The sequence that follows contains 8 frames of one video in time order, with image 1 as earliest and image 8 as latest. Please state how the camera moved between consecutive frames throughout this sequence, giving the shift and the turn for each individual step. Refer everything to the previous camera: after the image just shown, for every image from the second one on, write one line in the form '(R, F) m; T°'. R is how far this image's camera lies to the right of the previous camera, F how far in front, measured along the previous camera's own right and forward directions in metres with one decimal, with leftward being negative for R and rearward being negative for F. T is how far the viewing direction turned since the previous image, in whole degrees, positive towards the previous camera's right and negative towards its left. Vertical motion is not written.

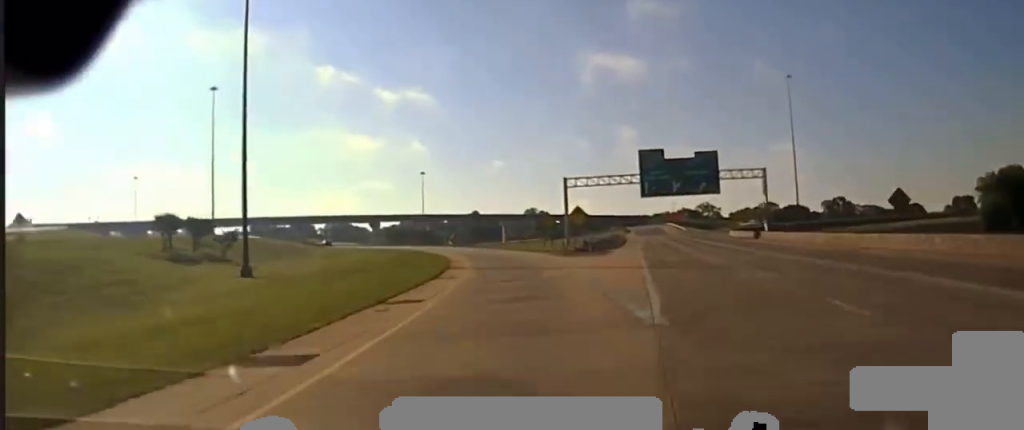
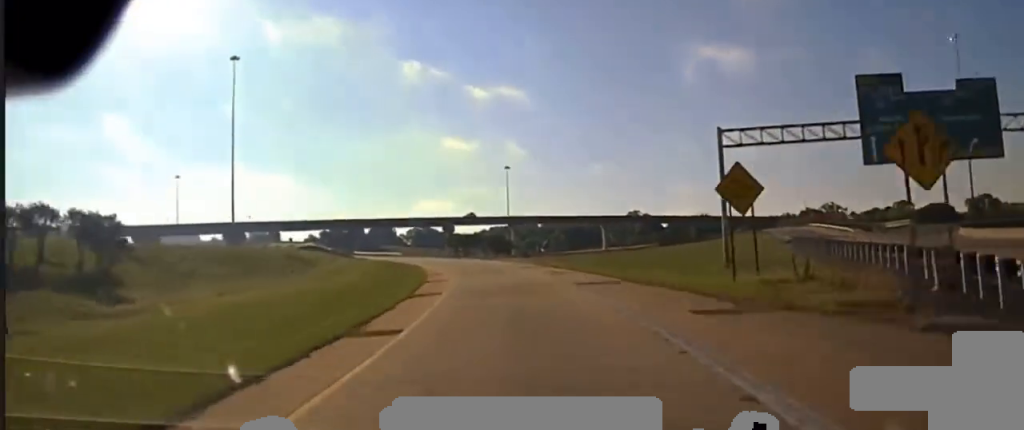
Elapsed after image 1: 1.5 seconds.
(-2.0, +51.8) m; -6°
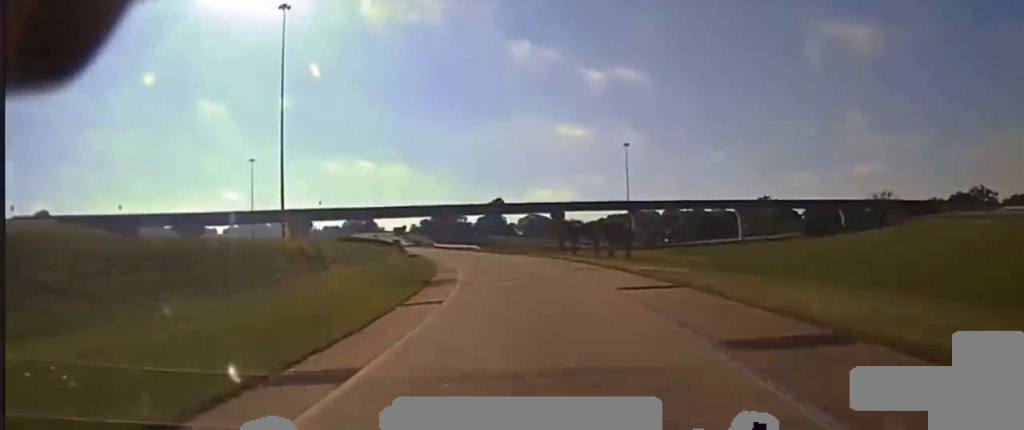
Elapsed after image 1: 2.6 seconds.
(-2.3, +41.0) m; -7°
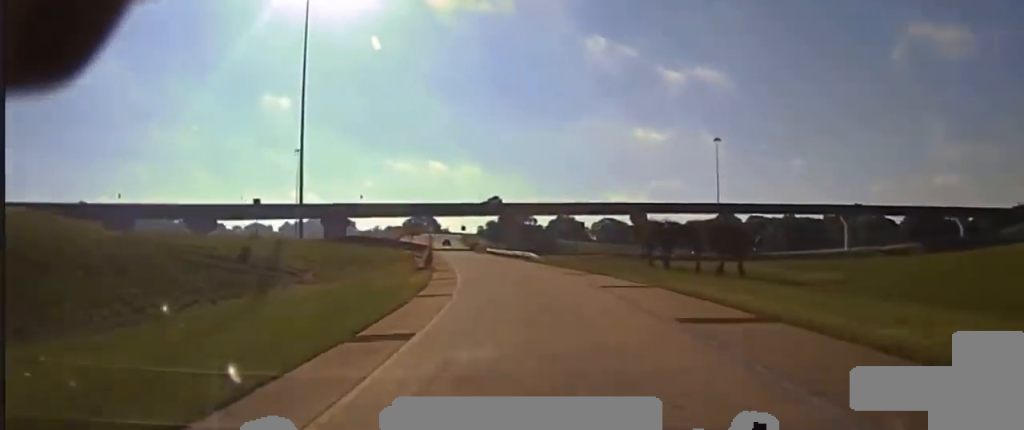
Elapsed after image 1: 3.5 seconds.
(-1.8, +33.2) m; -6°
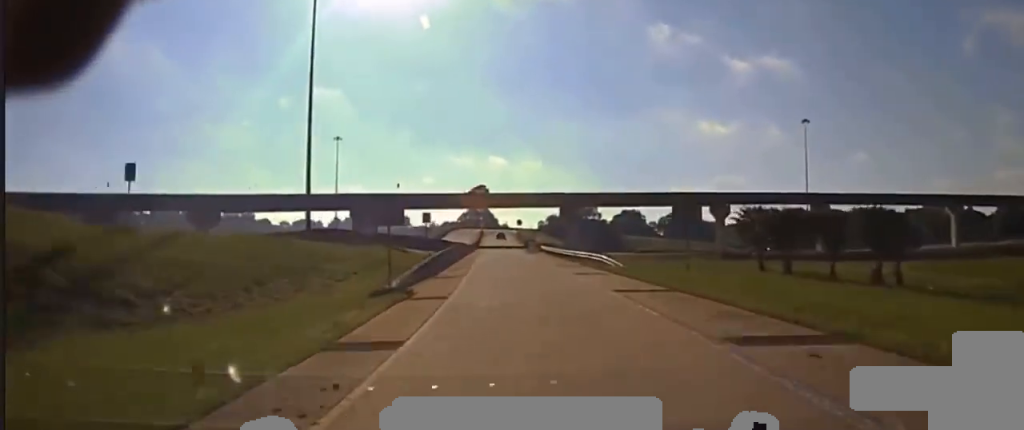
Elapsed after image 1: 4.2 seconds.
(-1.2, +29.4) m; -4°
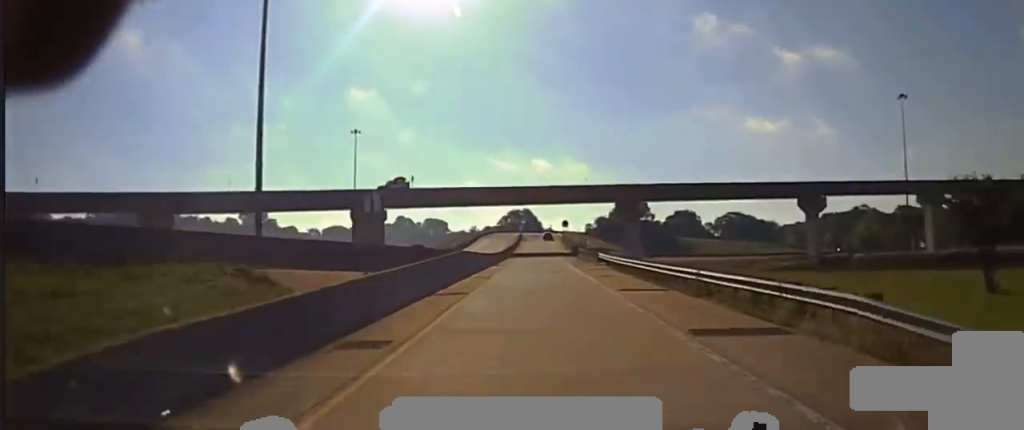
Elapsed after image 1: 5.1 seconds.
(-1.1, +38.3) m; -2°
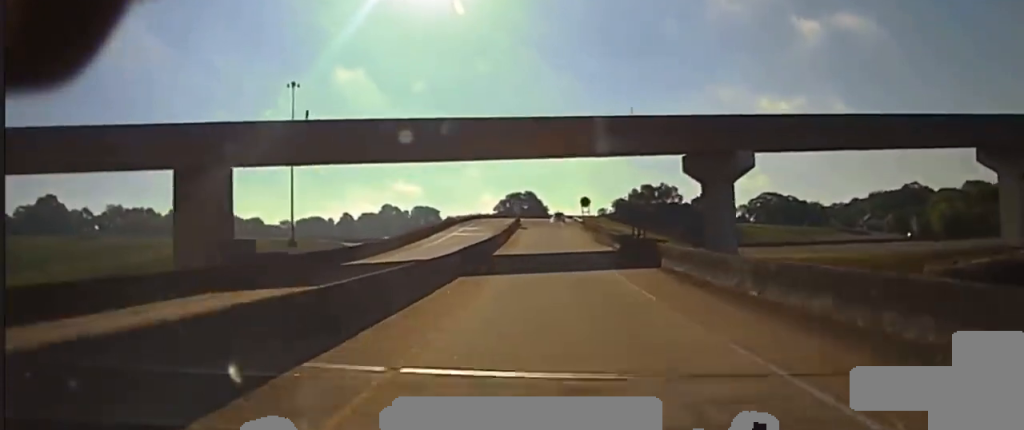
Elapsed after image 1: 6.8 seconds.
(-1.8, +63.2) m; -2°
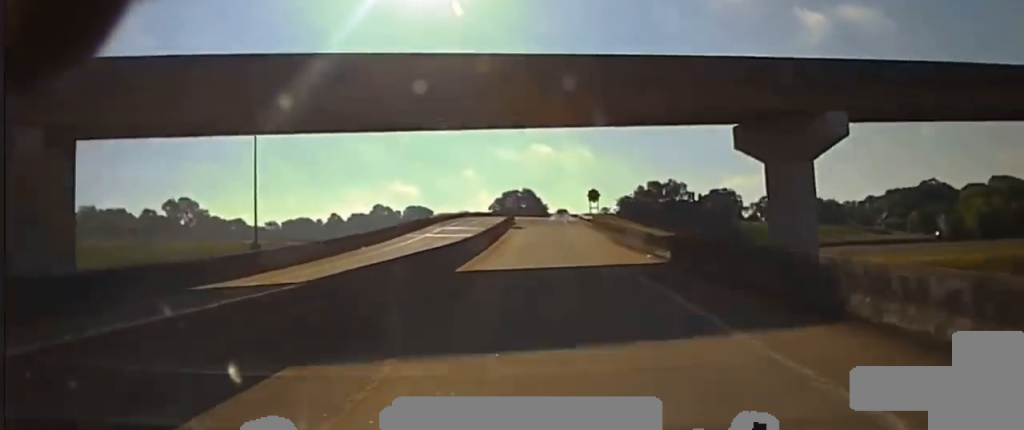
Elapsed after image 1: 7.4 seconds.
(-0.1, +21.0) m; 0°
